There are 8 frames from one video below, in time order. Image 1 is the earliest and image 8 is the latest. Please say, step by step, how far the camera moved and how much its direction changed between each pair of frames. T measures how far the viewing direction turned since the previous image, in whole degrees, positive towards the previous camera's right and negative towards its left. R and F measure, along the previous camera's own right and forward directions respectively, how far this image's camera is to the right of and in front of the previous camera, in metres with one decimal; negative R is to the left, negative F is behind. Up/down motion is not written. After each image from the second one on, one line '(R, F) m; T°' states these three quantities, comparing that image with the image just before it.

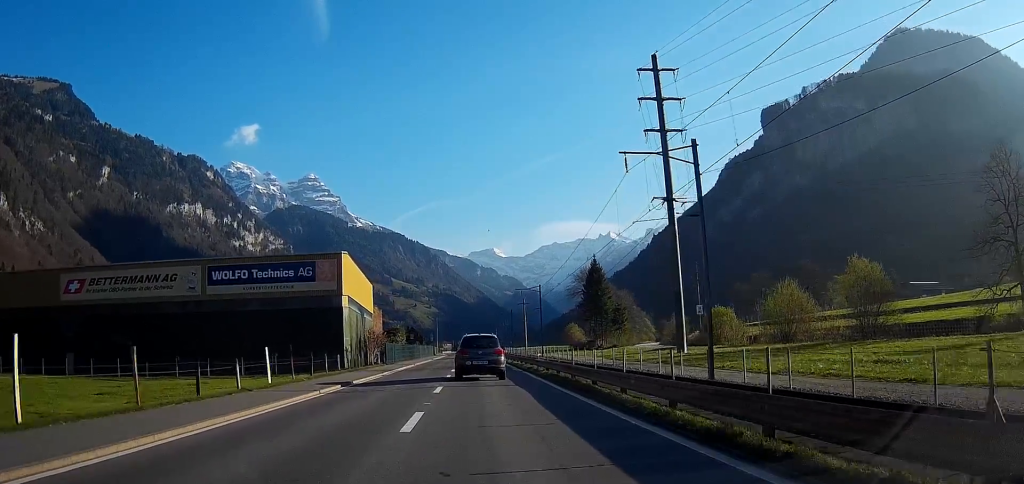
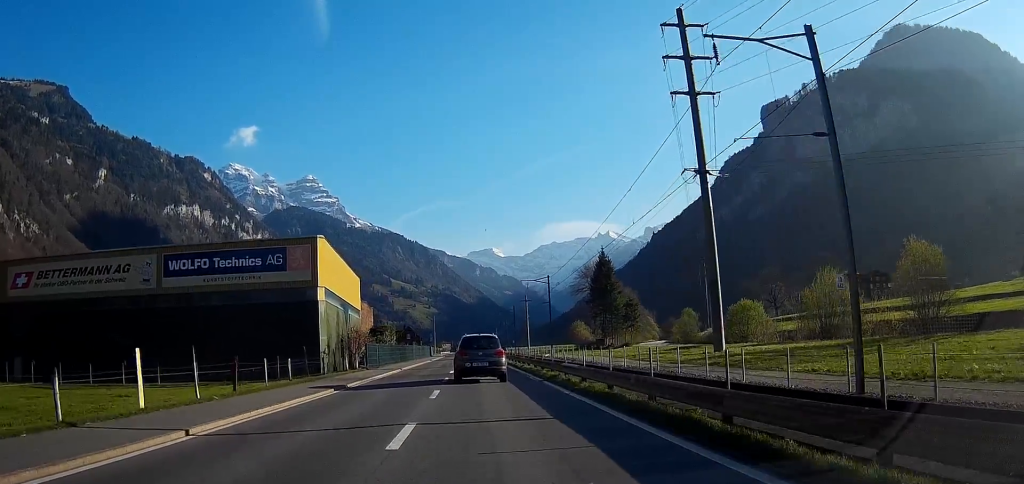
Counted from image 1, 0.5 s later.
(0.0, +10.6) m; 0°
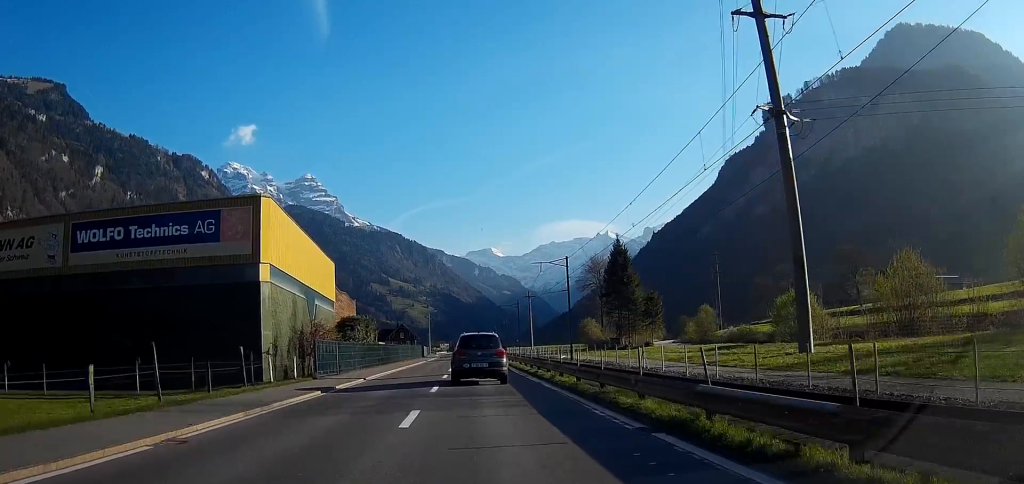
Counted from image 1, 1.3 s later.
(0.0, +15.6) m; 0°
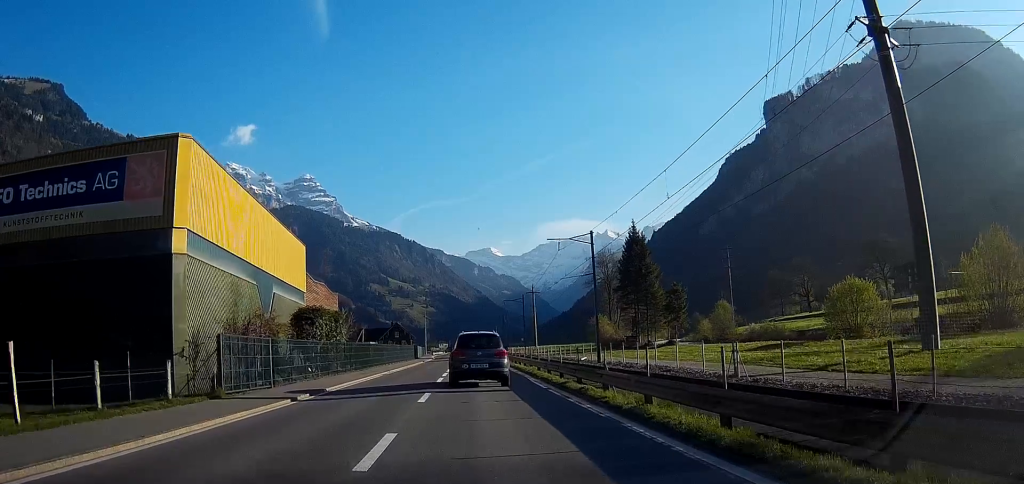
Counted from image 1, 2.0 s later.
(-0.1, +12.7) m; 0°
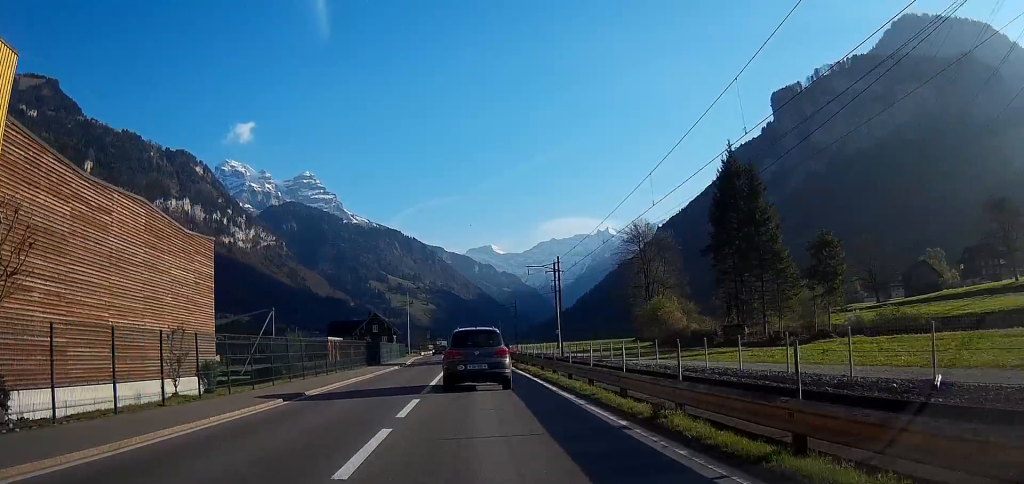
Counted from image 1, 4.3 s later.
(+0.1, +43.0) m; 0°
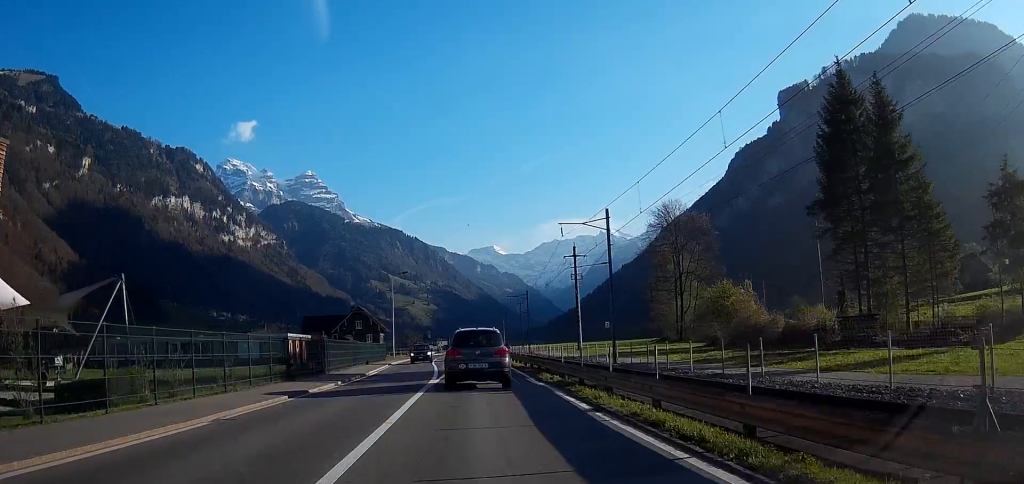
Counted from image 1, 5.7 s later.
(0.0, +23.2) m; 0°
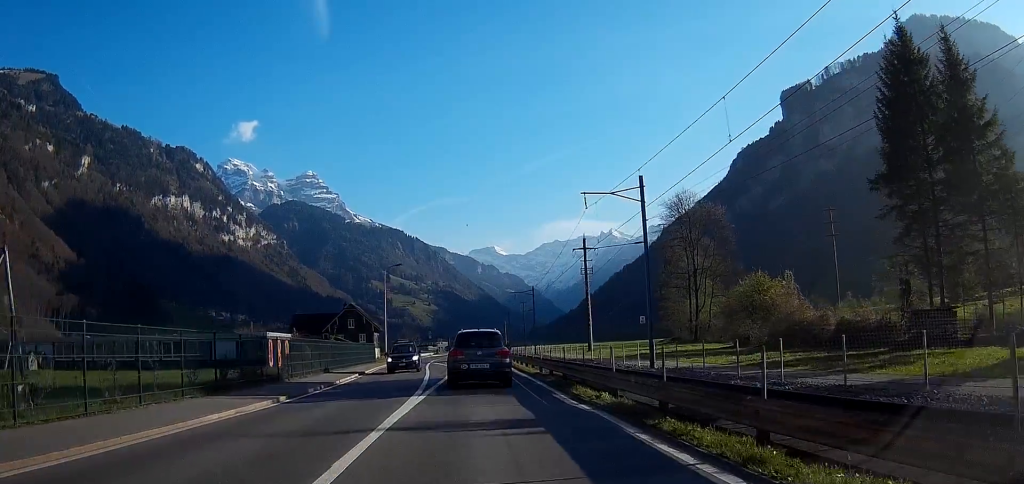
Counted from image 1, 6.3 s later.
(0.0, +8.5) m; 0°
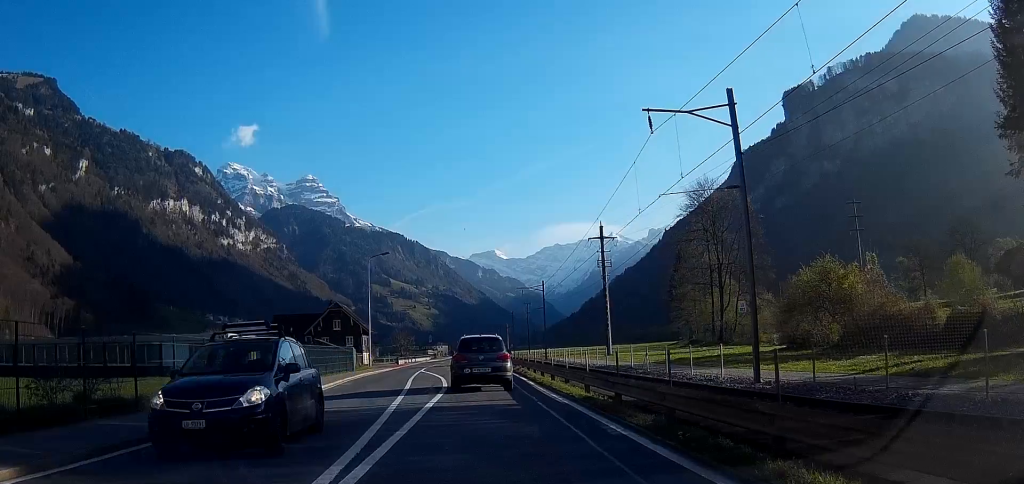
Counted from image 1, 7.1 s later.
(0.0, +12.4) m; 0°
